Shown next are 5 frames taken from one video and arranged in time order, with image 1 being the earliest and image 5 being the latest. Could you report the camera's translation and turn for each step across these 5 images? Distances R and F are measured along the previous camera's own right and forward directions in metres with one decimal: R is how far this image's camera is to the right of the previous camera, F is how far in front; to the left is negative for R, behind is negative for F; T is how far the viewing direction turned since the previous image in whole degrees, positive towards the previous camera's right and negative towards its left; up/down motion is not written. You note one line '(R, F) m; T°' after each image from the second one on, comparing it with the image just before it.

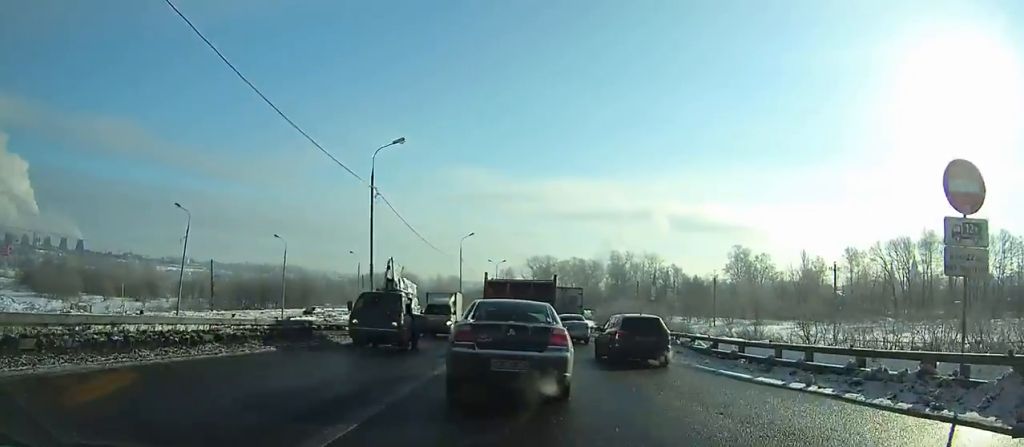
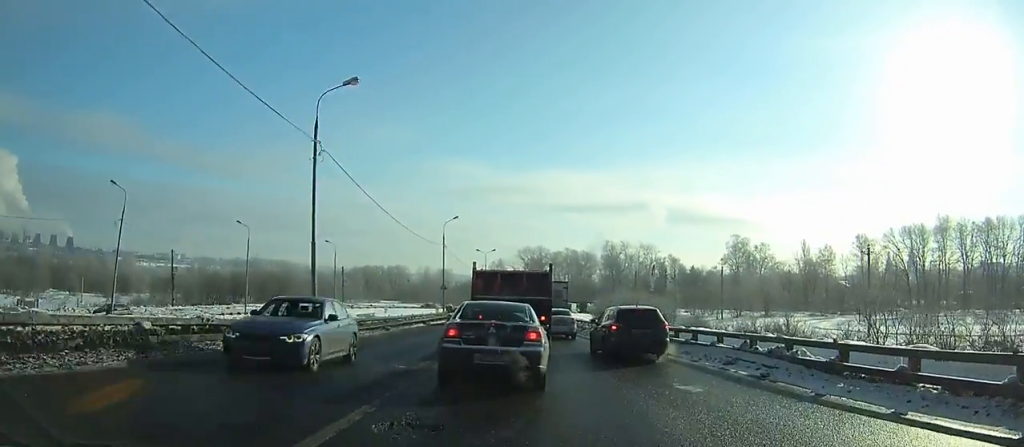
(+0.1, +7.5) m; 0°
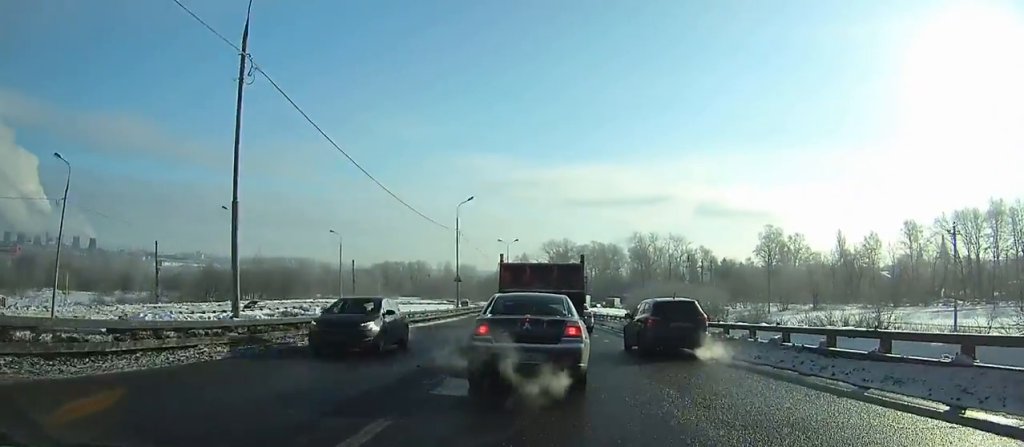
(-0.2, +10.2) m; -2°
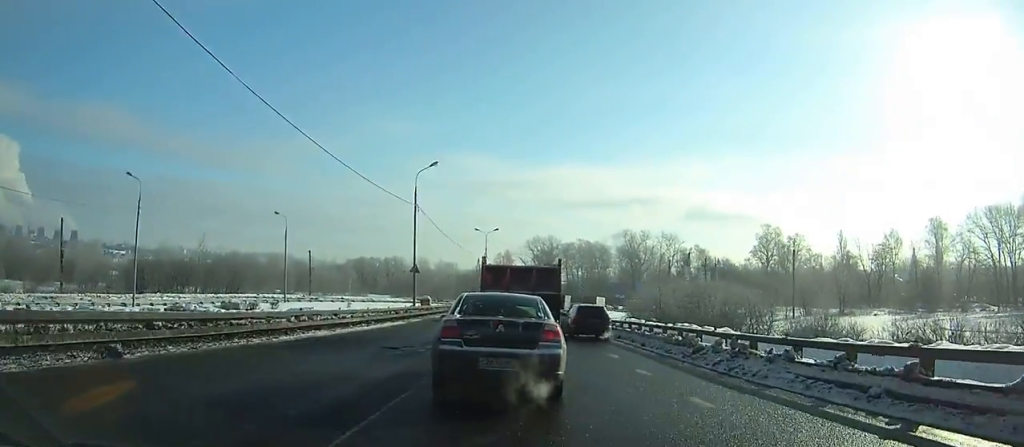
(+0.1, +14.0) m; +1°
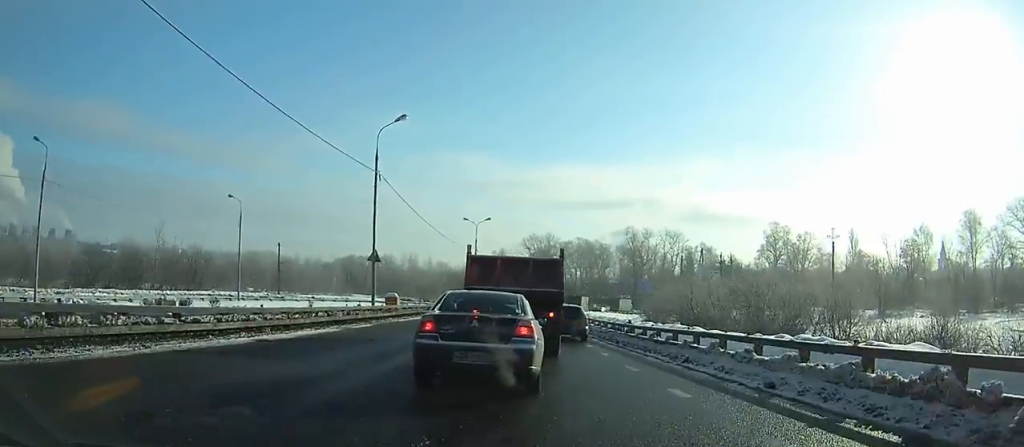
(0.0, +9.0) m; 0°
